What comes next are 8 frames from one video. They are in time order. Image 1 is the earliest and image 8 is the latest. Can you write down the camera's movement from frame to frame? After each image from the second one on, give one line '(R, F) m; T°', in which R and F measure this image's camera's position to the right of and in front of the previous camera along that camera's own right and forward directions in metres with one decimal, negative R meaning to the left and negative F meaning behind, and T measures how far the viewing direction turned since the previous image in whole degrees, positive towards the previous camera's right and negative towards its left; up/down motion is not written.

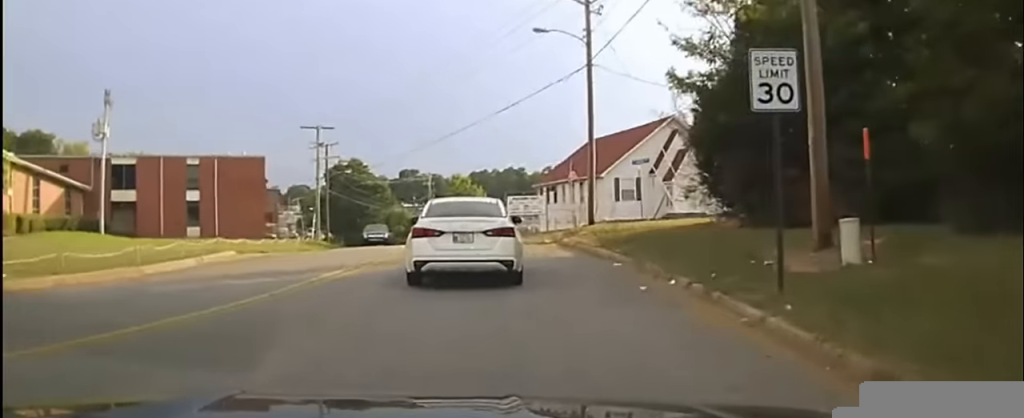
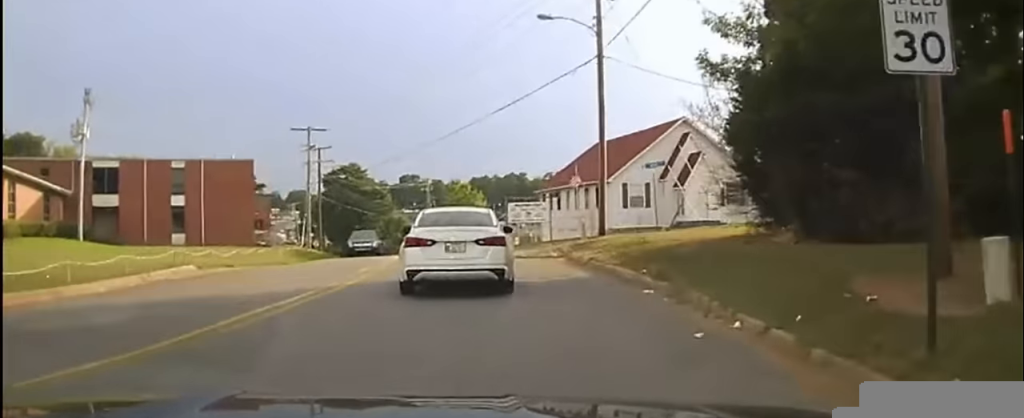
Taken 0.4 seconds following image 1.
(-0.1, +4.5) m; 0°
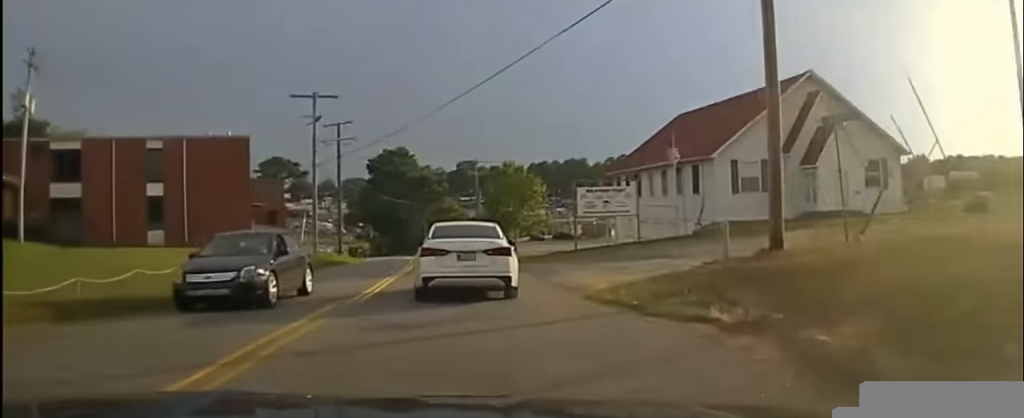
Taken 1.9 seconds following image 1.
(0.0, +17.9) m; +1°
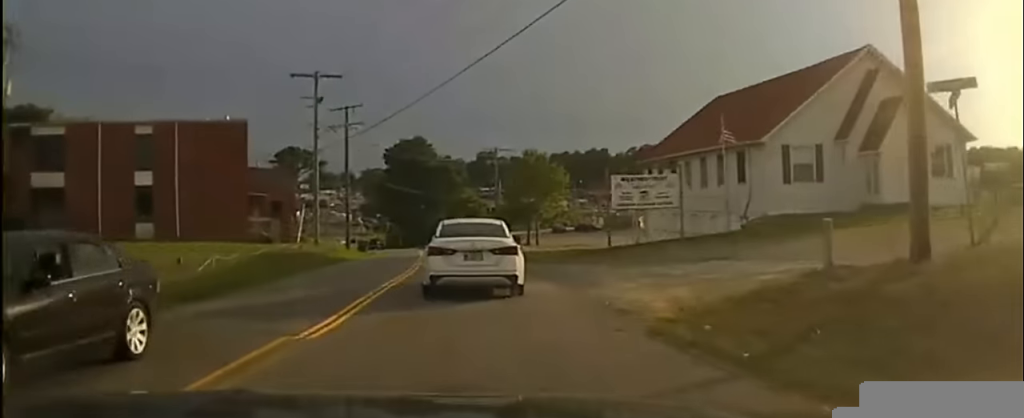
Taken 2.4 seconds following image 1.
(+0.2, +6.4) m; -1°
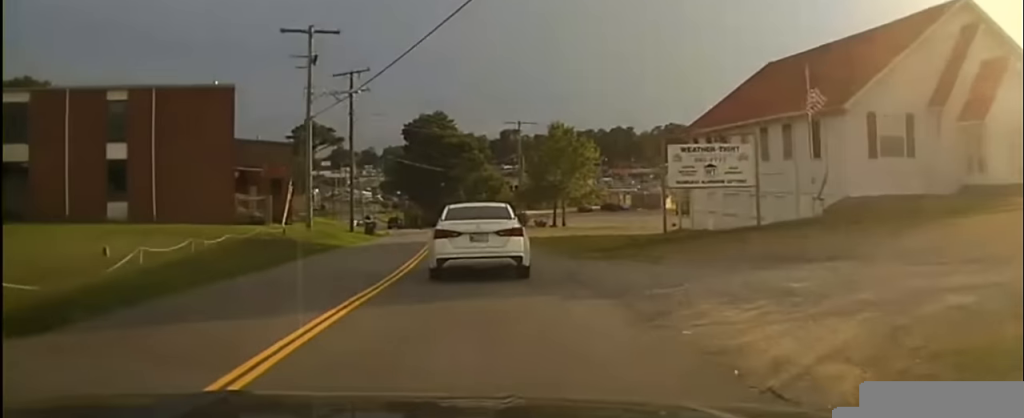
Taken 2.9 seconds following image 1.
(+0.1, +6.8) m; -2°
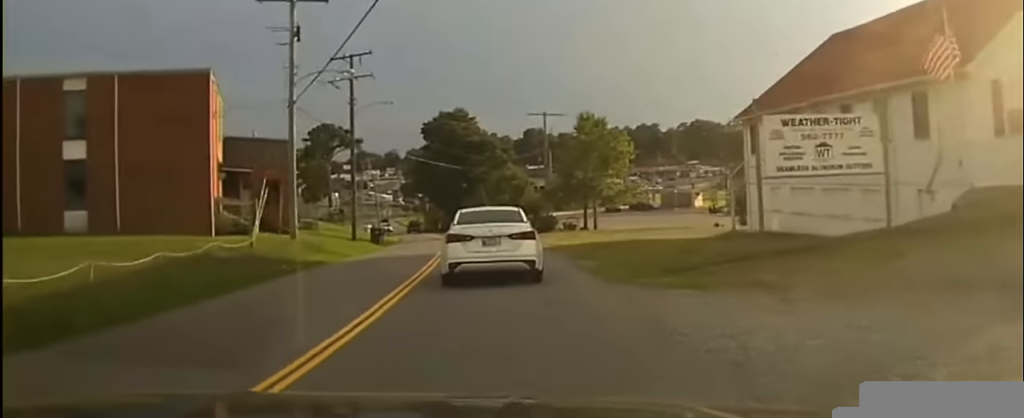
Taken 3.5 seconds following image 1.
(-0.3, +7.6) m; -3°
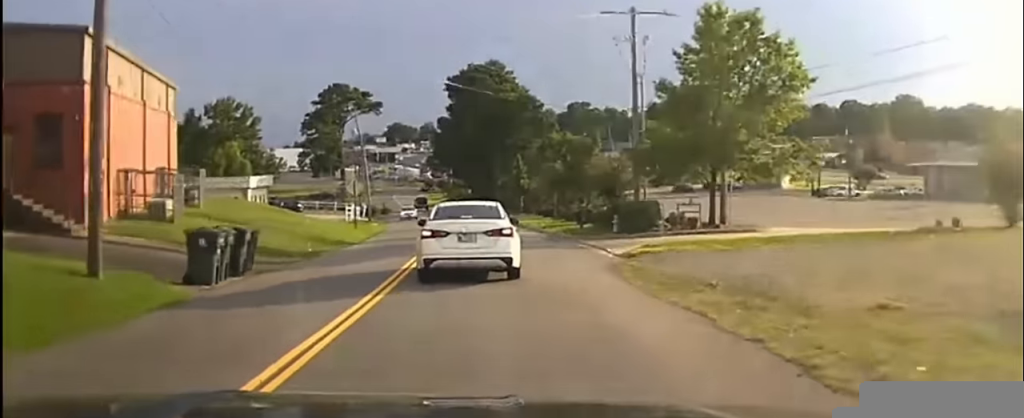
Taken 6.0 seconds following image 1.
(-1.9, +33.9) m; -4°
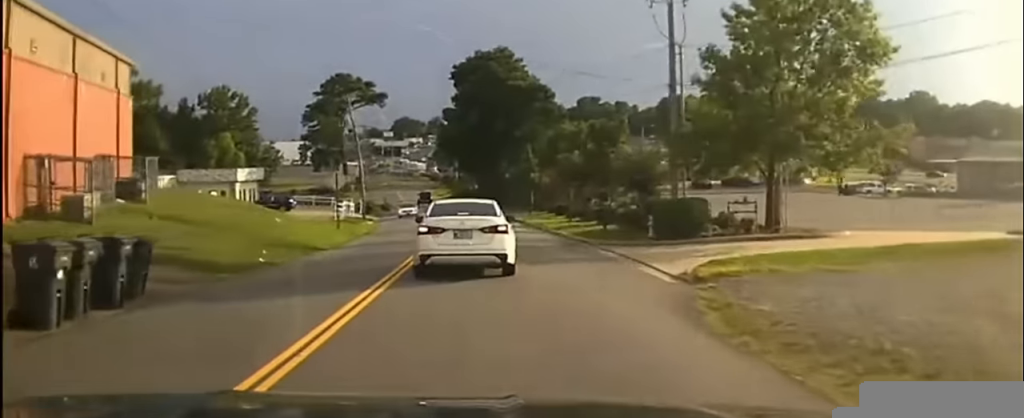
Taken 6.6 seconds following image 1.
(0.0, +7.1) m; -1°
